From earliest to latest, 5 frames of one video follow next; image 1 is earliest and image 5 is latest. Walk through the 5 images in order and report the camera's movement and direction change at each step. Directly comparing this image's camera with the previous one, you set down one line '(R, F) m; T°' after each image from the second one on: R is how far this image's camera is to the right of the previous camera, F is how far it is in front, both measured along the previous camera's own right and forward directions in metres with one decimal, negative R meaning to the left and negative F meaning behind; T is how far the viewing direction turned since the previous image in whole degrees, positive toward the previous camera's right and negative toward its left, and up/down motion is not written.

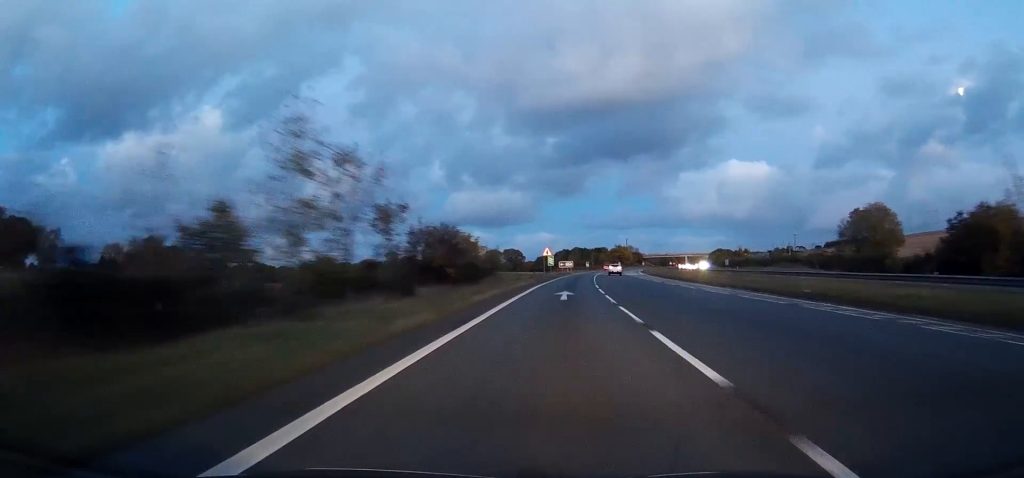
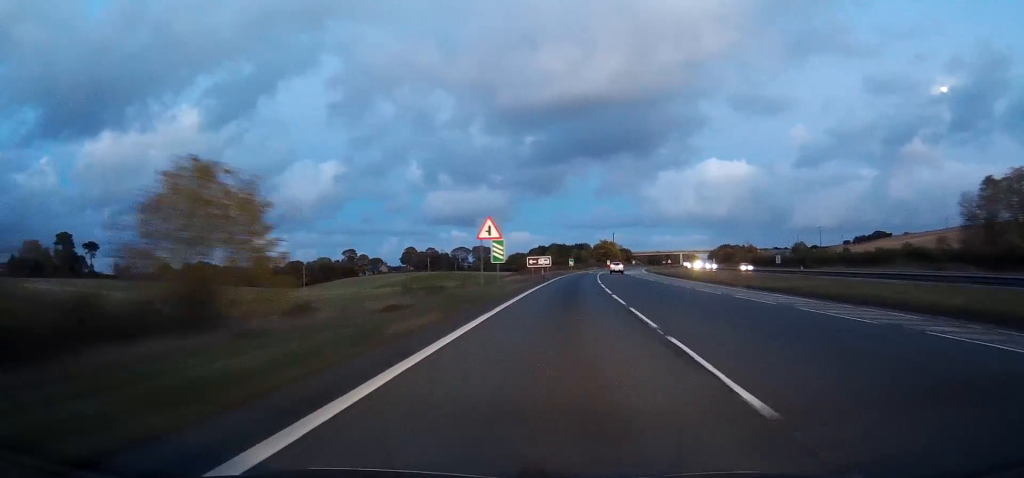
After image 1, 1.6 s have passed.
(+0.5, +54.8) m; +1°
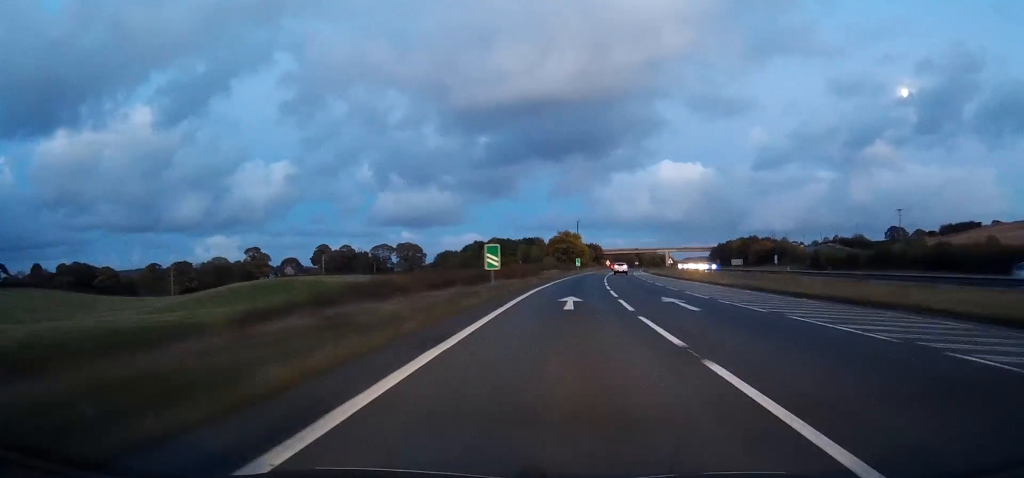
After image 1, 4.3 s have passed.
(+2.5, +92.3) m; +4°
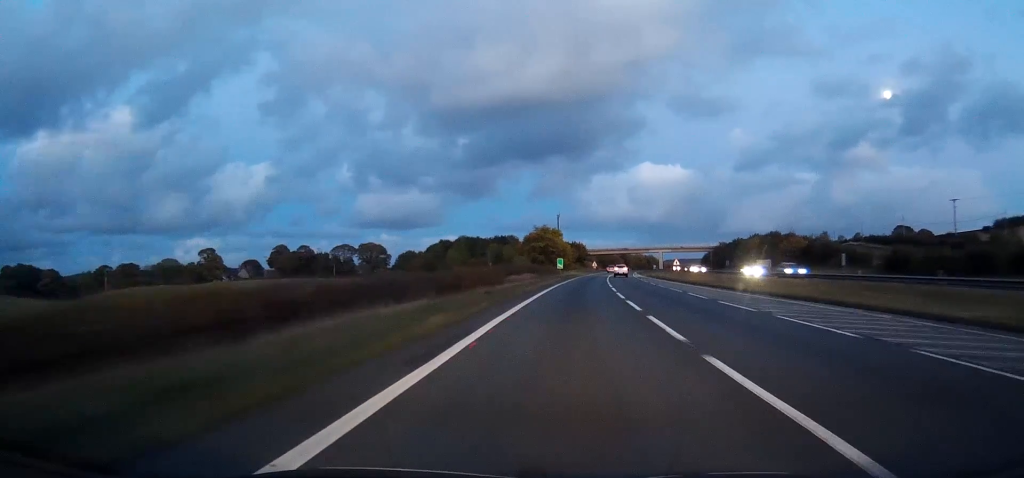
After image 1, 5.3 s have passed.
(+0.6, +34.3) m; +2°
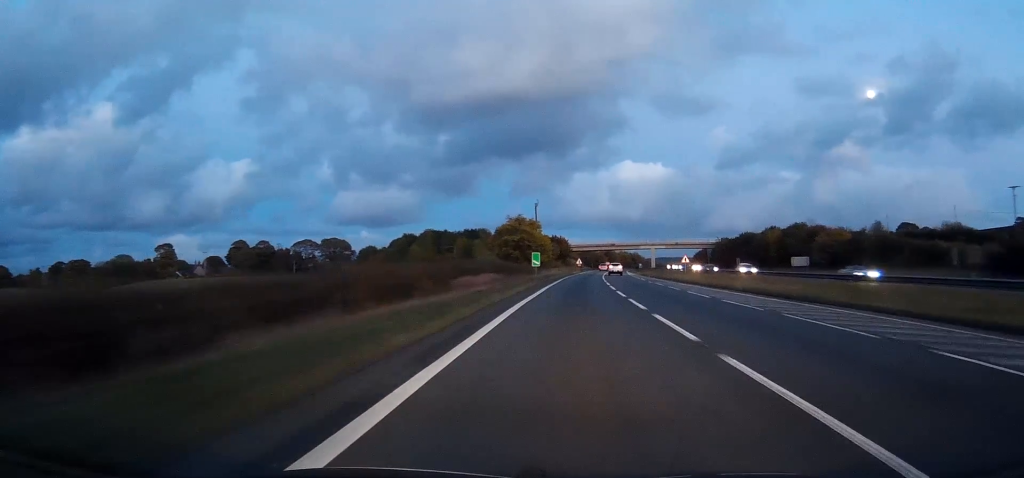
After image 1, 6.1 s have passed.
(+0.4, +27.5) m; +1°
